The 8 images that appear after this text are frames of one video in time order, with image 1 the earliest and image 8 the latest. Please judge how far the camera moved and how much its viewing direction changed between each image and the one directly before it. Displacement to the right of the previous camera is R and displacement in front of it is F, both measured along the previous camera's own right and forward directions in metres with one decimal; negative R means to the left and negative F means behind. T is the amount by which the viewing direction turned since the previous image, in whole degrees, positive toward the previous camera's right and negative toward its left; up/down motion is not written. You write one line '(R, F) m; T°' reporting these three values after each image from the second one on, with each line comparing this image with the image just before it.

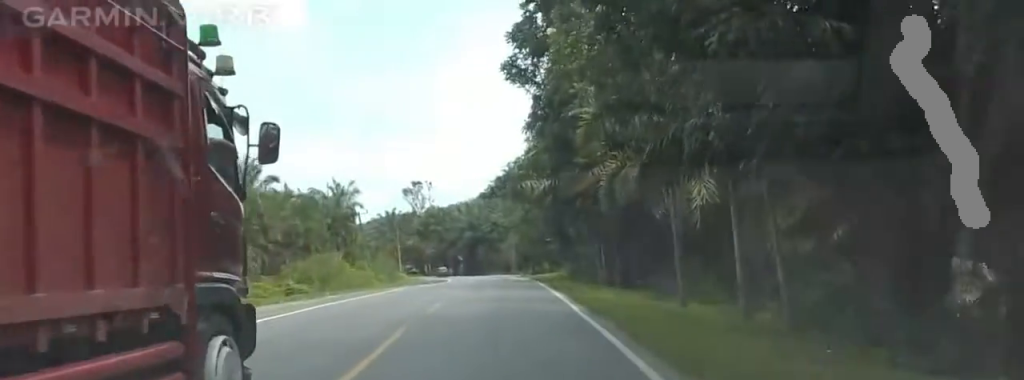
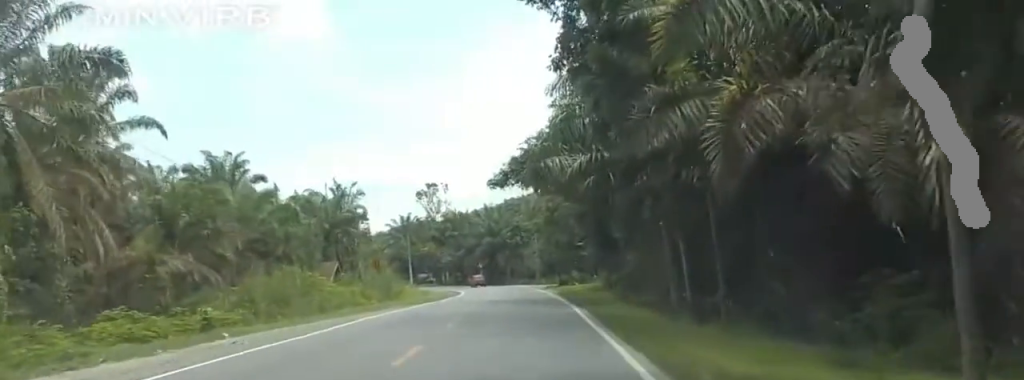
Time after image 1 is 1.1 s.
(-0.9, +15.0) m; -5°
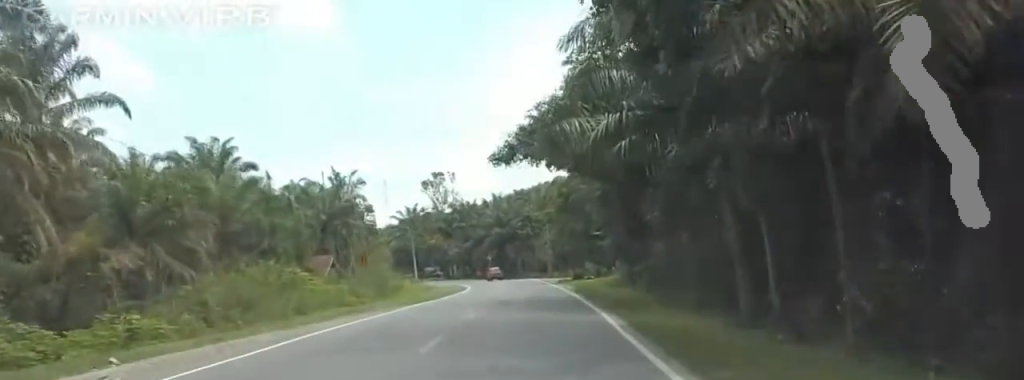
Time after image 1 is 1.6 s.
(-0.8, +6.7) m; 0°
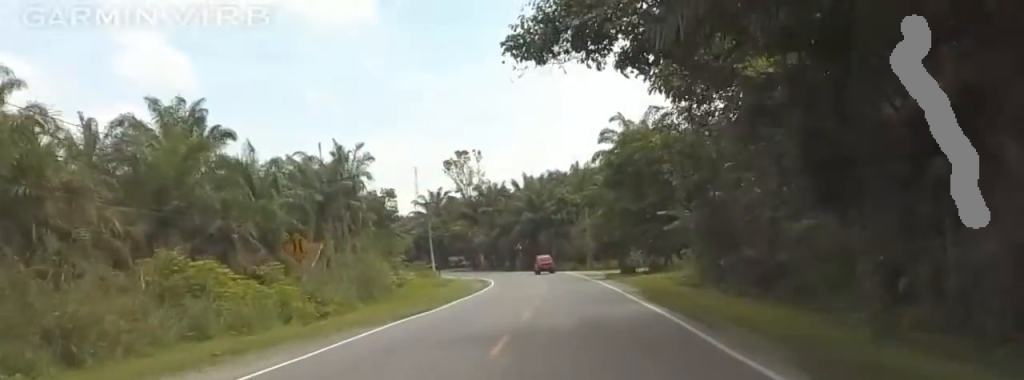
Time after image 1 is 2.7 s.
(+1.7, +16.1) m; +8°
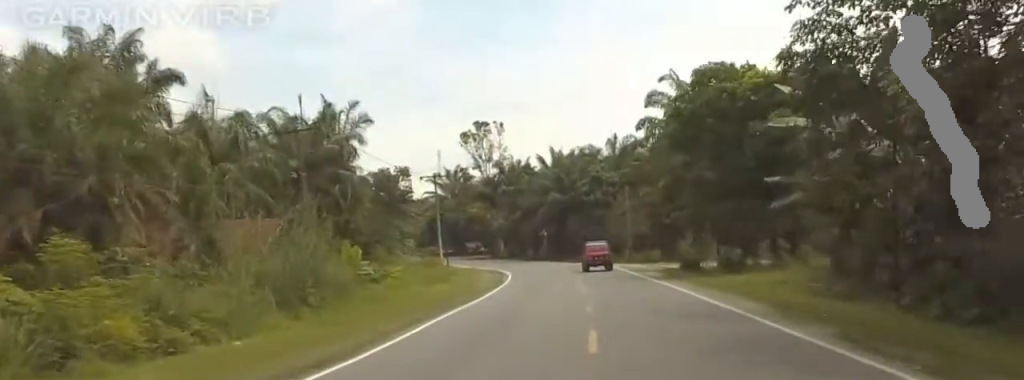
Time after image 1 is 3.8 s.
(+0.1, +15.5) m; -1°
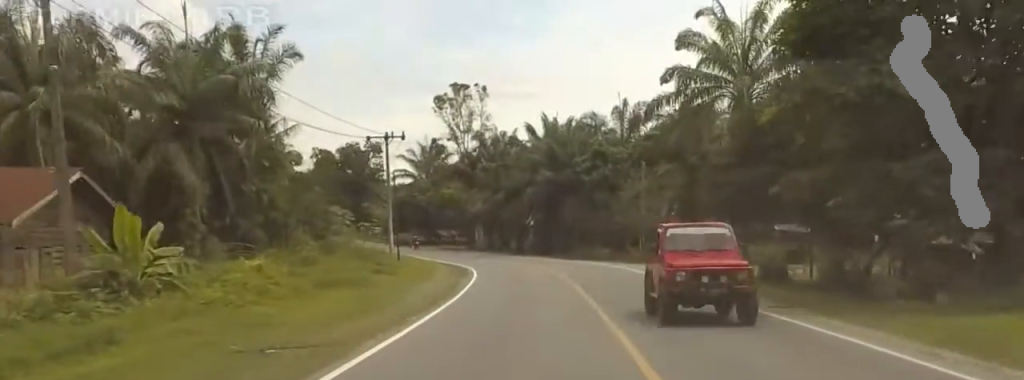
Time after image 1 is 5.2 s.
(-1.1, +18.5) m; -5°
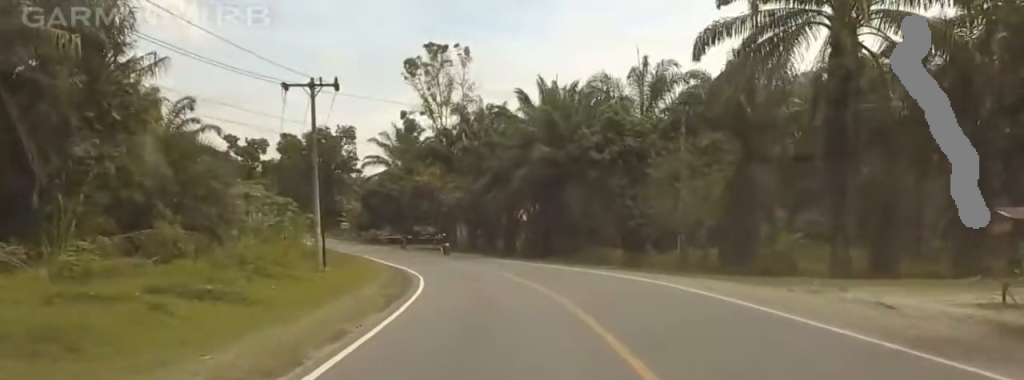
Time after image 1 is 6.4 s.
(+0.4, +16.9) m; +8°
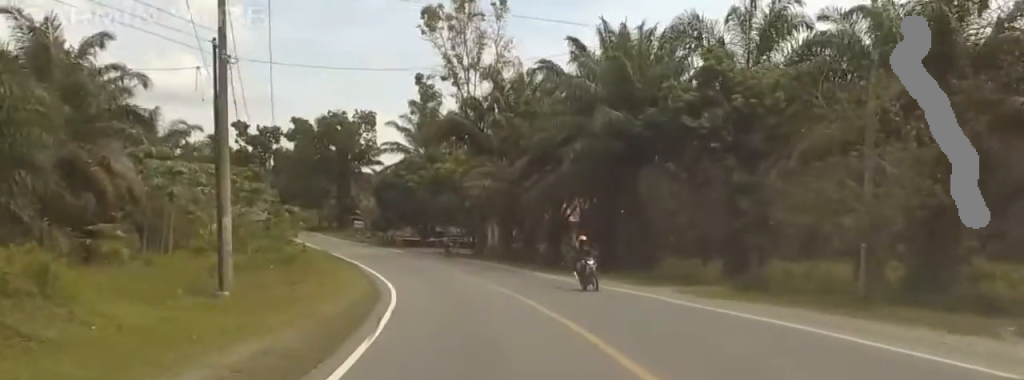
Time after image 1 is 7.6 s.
(+1.5, +16.5) m; +7°
